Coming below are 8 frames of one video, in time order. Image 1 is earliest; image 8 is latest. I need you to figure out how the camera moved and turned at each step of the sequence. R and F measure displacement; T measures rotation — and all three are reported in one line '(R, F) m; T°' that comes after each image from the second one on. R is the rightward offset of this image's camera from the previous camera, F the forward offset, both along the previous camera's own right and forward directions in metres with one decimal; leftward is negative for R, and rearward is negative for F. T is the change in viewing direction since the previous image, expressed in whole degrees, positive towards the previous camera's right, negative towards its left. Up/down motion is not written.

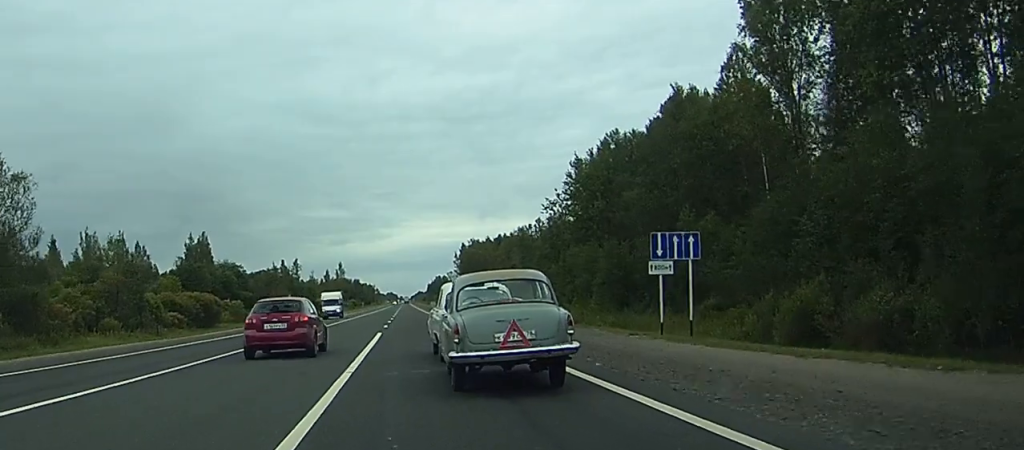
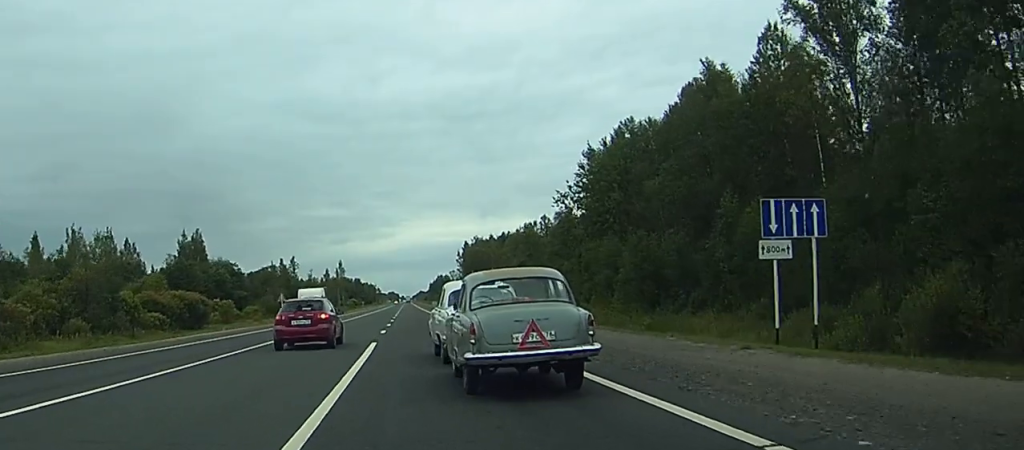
(0.0, +9.3) m; 0°
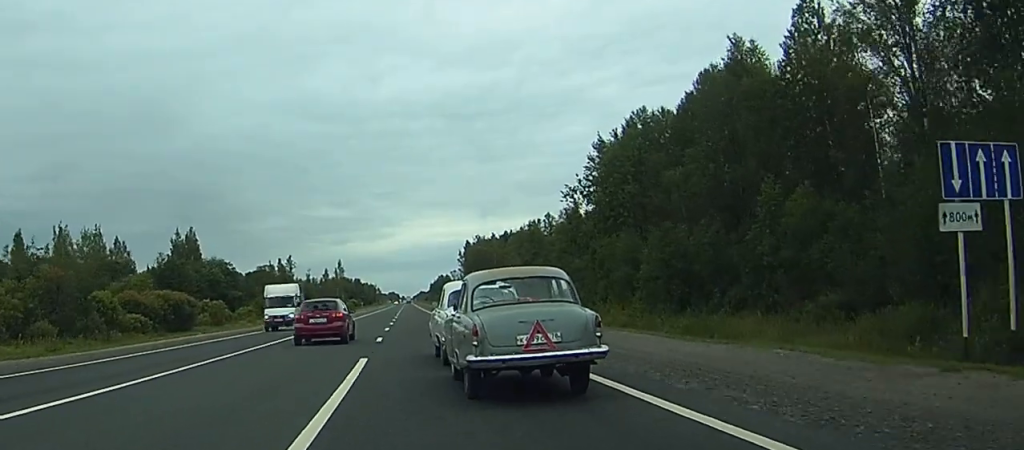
(0.0, +7.6) m; 0°
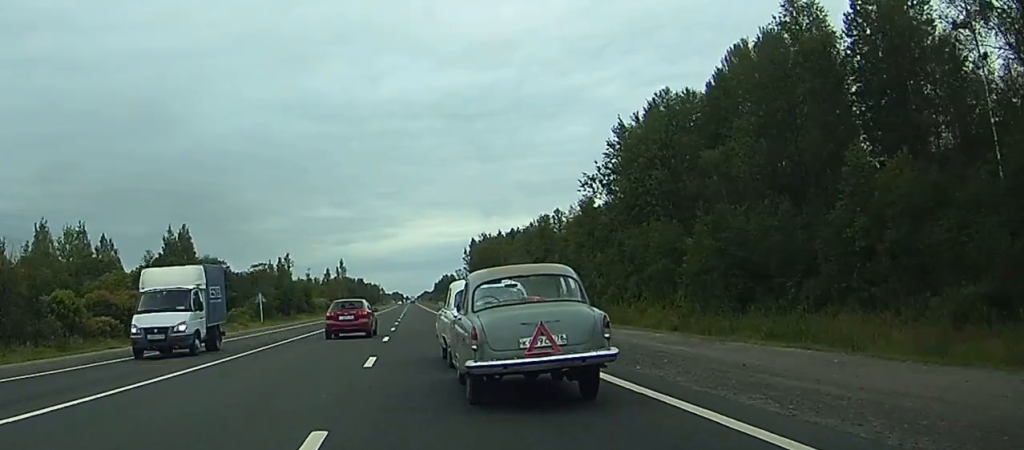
(0.0, +11.4) m; 0°
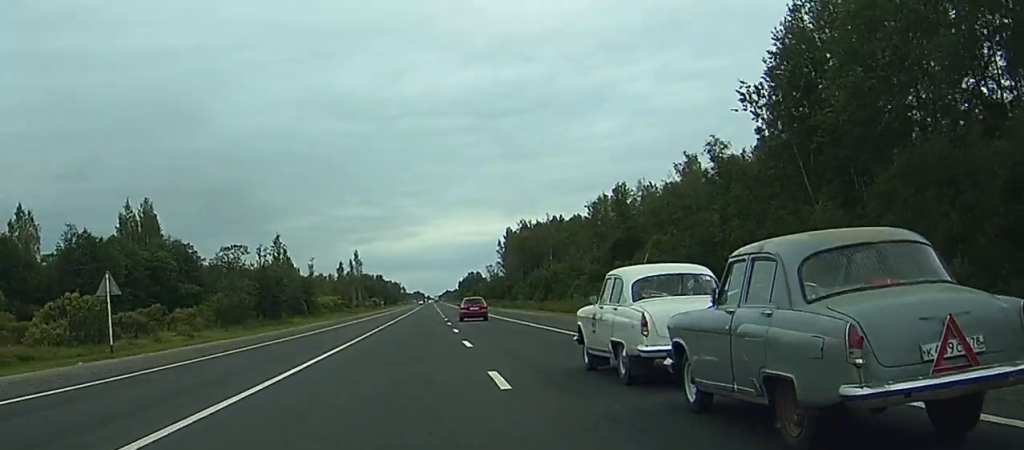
(-0.8, +52.9) m; -1°
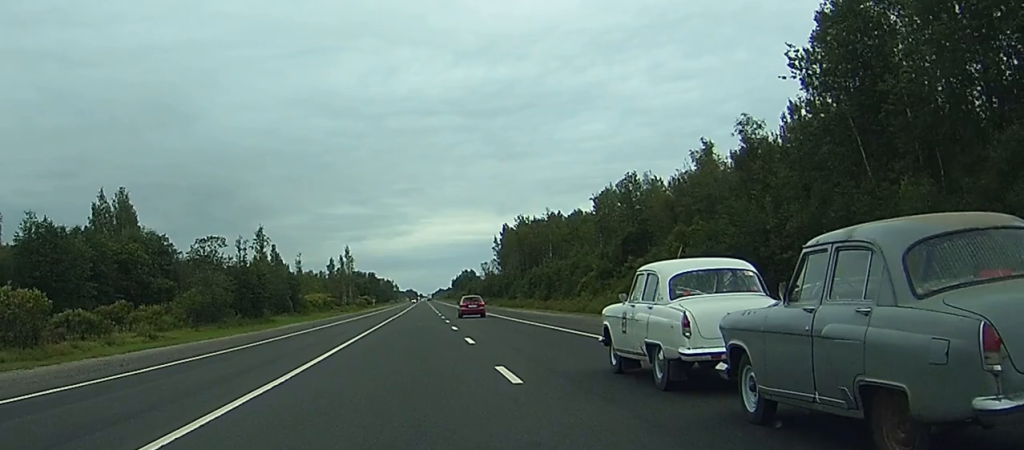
(+0.1, +11.3) m; 0°
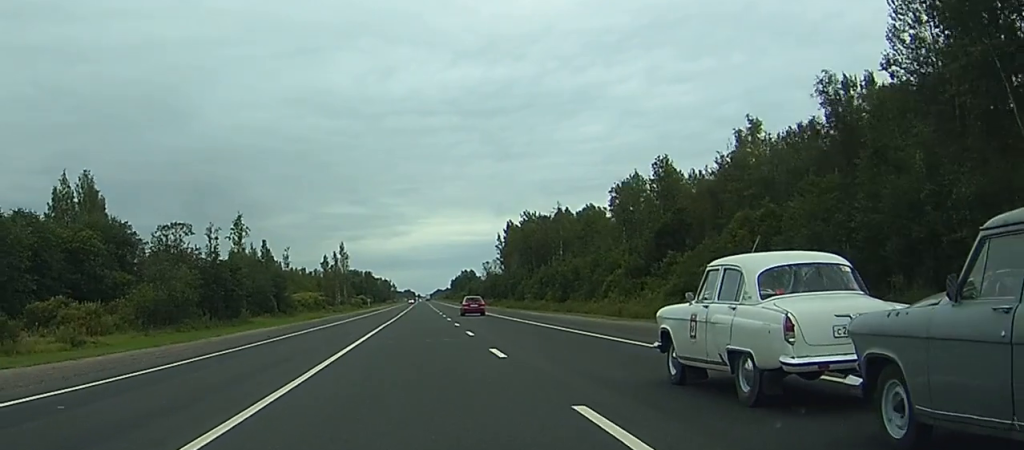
(+0.1, +18.0) m; 0°
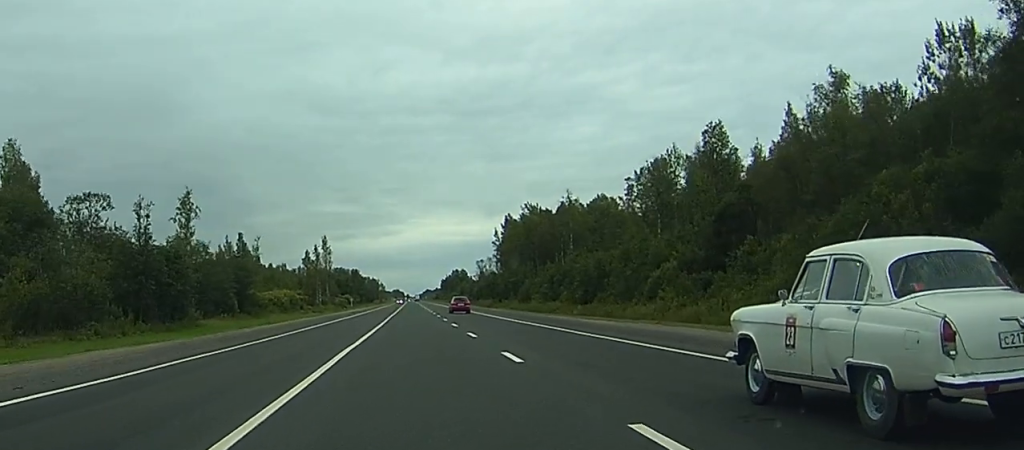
(0.0, +25.4) m; 0°
